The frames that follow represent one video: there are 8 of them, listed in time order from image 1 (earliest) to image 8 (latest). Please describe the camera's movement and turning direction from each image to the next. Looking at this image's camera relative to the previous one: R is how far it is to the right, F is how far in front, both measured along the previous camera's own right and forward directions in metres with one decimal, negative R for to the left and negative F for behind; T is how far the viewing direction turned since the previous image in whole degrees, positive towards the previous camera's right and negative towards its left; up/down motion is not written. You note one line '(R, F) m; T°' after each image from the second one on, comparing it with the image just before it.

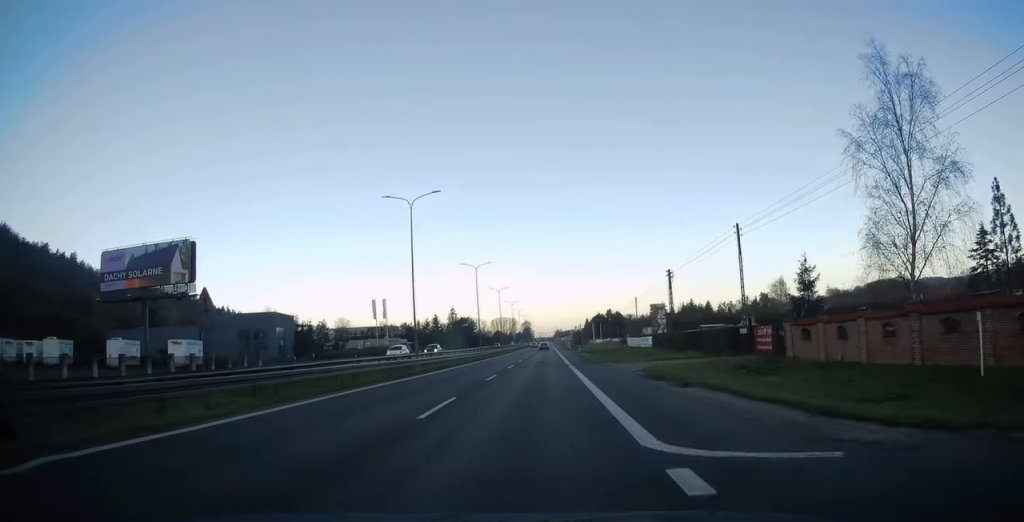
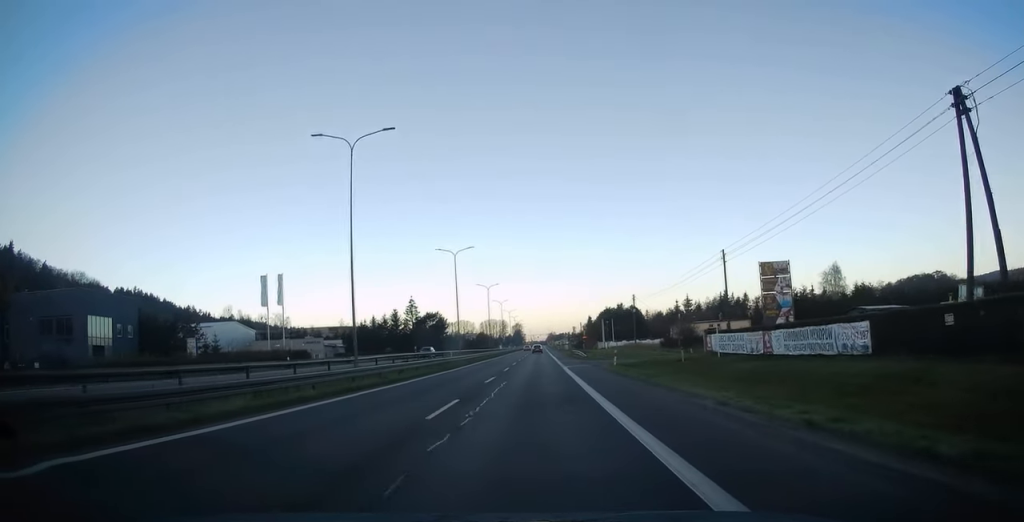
(-0.3, +47.7) m; +1°
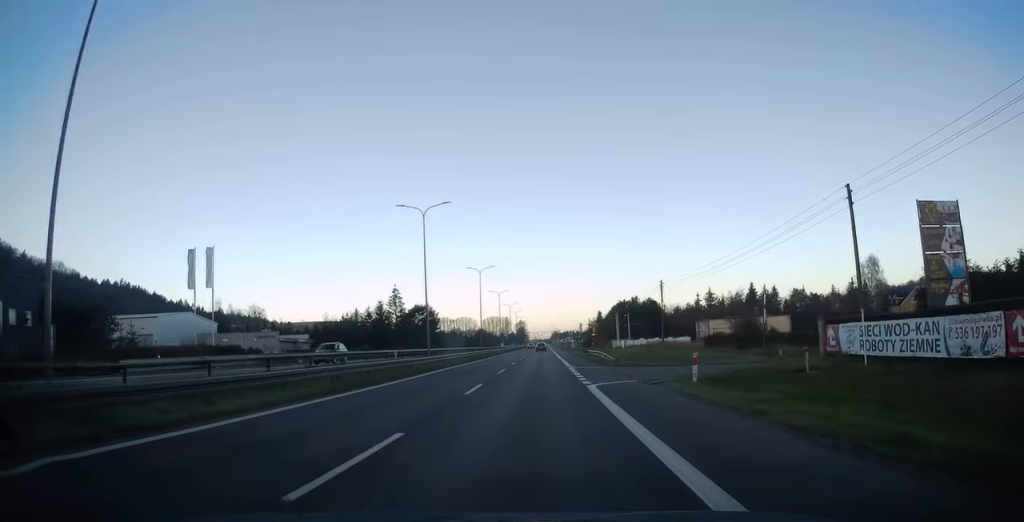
(+0.1, +18.7) m; 0°
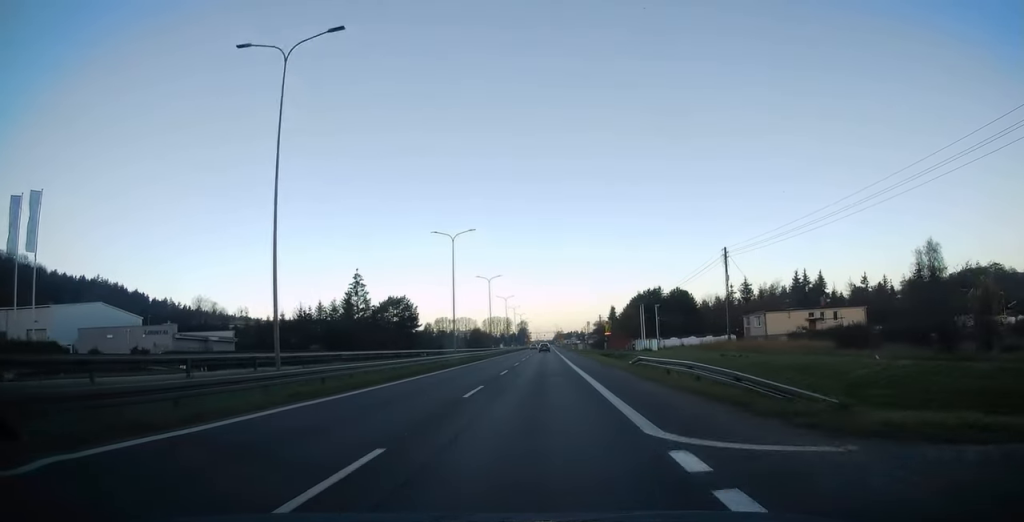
(0.0, +25.7) m; -1°
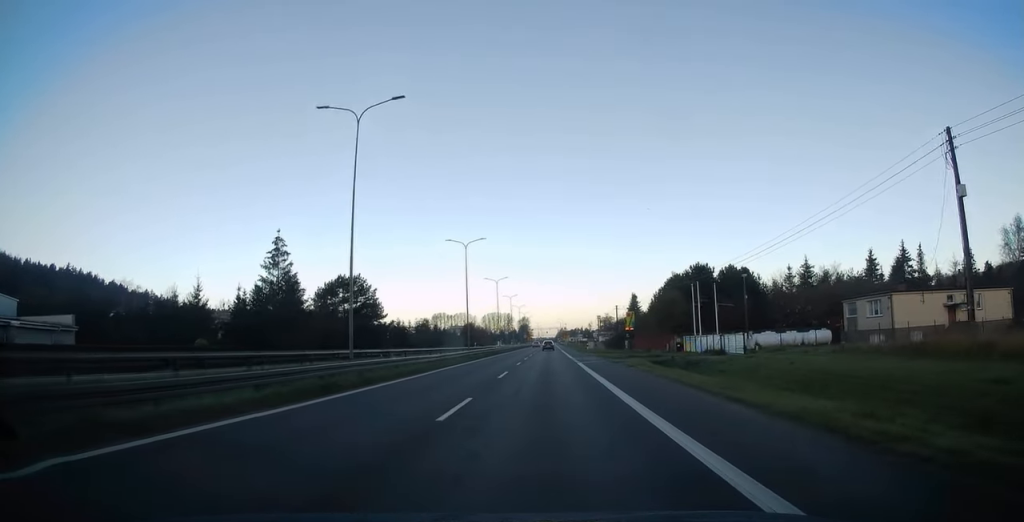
(-0.4, +29.3) m; 0°
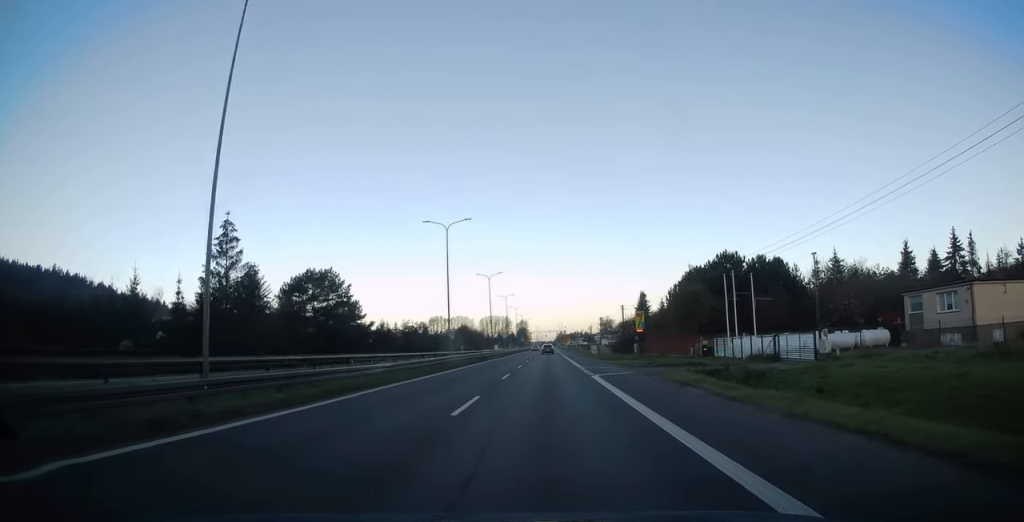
(+0.2, +11.0) m; +1°
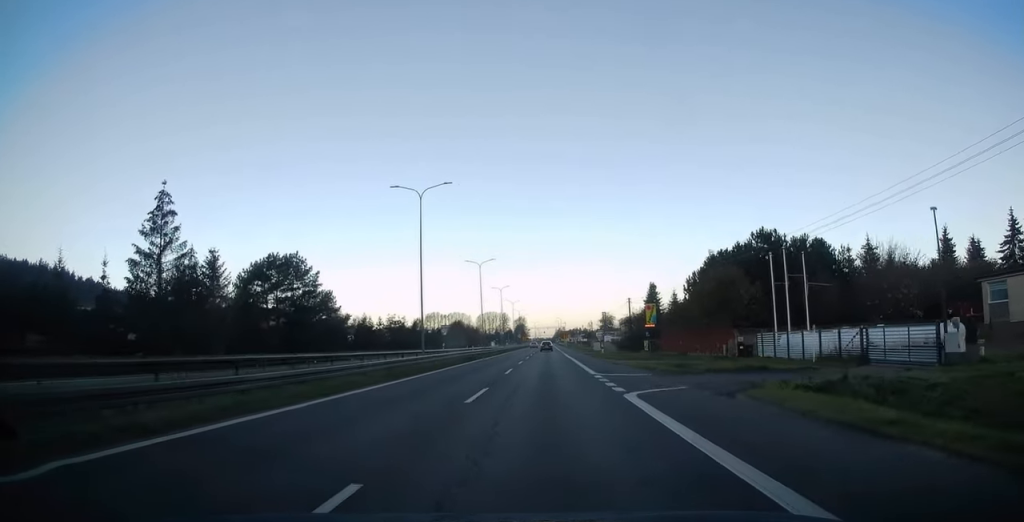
(+0.1, +10.2) m; 0°
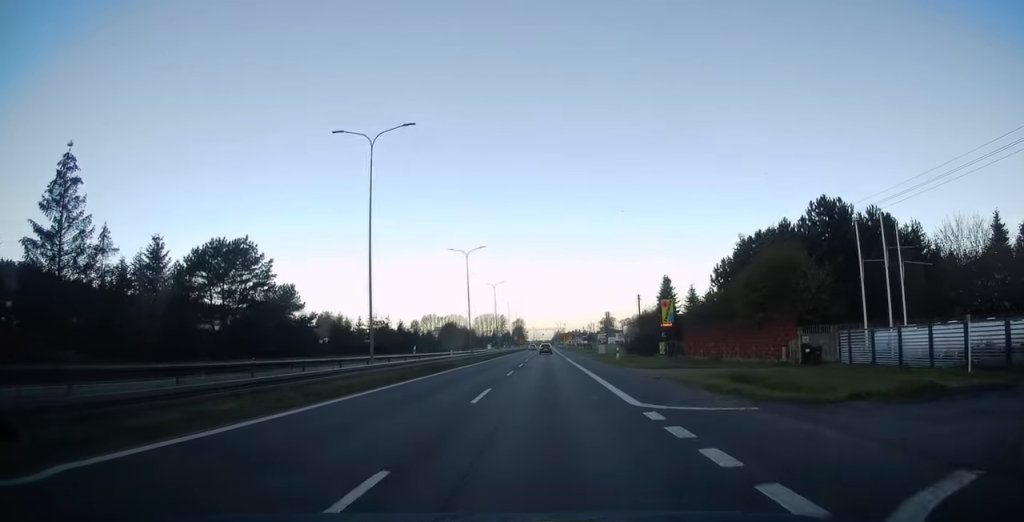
(+0.1, +11.3) m; -1°
